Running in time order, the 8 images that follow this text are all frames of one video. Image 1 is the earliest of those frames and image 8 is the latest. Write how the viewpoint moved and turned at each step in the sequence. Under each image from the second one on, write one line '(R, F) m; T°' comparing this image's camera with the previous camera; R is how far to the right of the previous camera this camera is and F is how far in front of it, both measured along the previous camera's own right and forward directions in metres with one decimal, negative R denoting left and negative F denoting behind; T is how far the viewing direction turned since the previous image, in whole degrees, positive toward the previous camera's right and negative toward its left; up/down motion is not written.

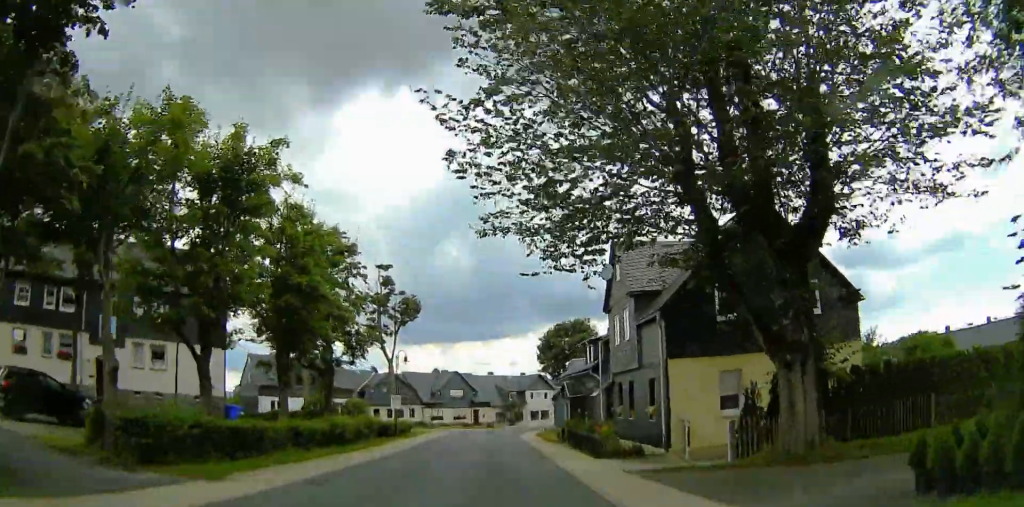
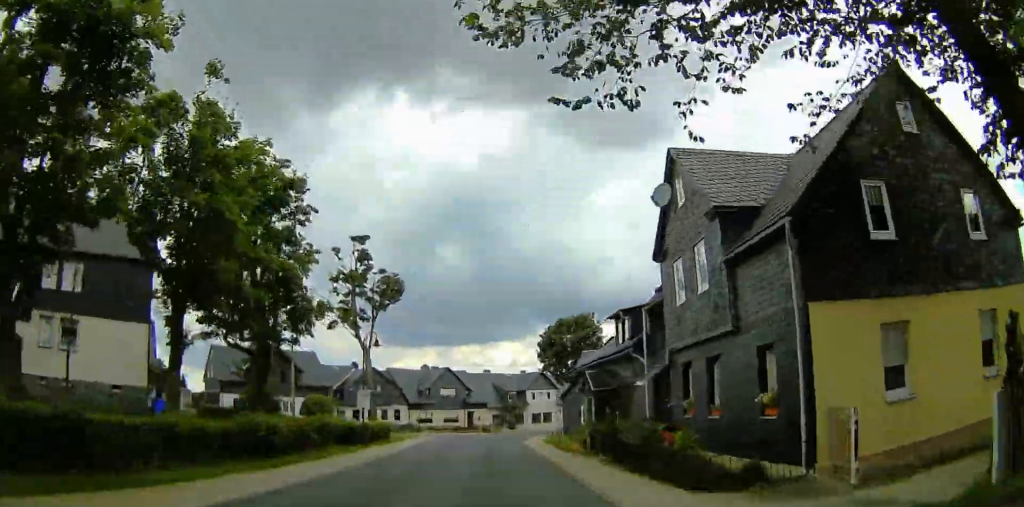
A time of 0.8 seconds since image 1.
(-0.8, +8.7) m; +2°
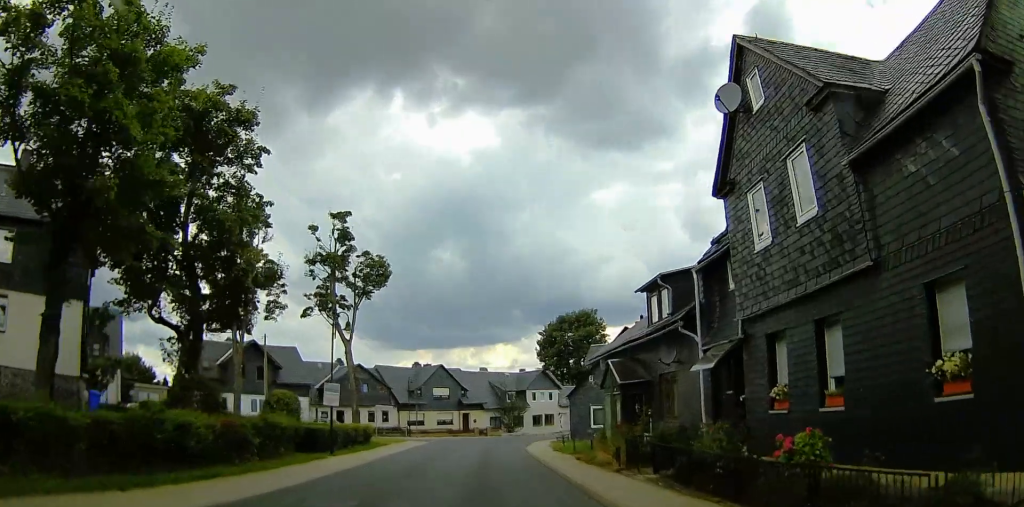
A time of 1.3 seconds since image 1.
(0.0, +5.1) m; +2°
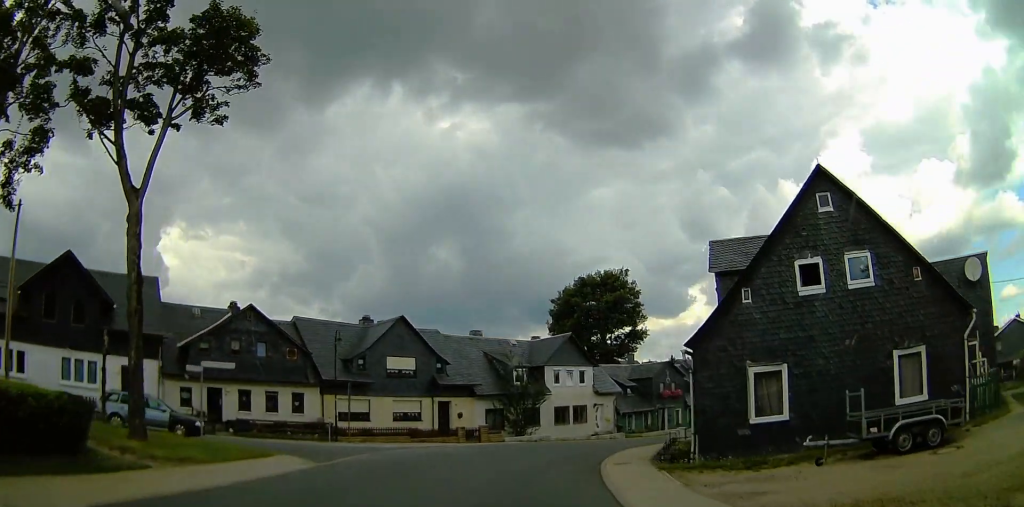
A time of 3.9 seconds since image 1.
(+1.5, +24.2) m; +1°
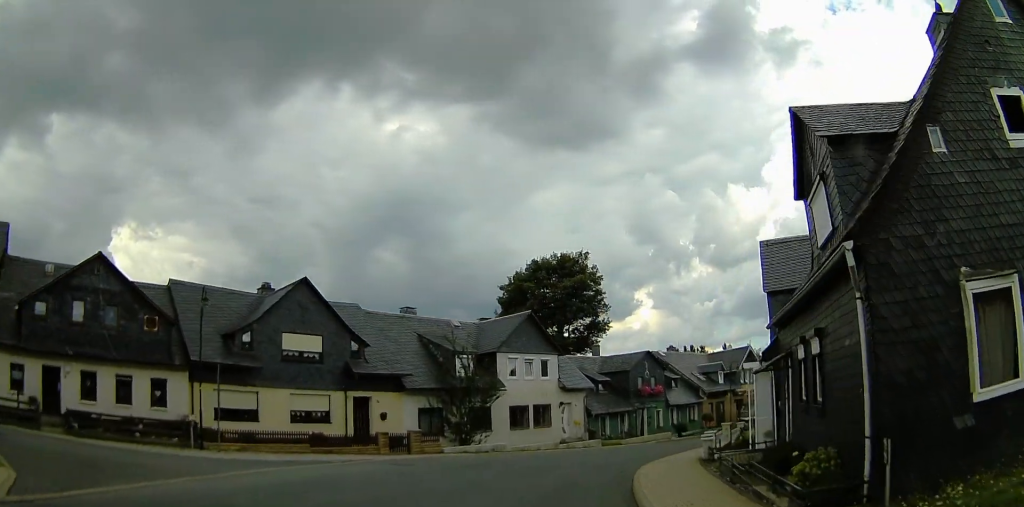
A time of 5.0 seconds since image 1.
(0.0, +9.1) m; +7°
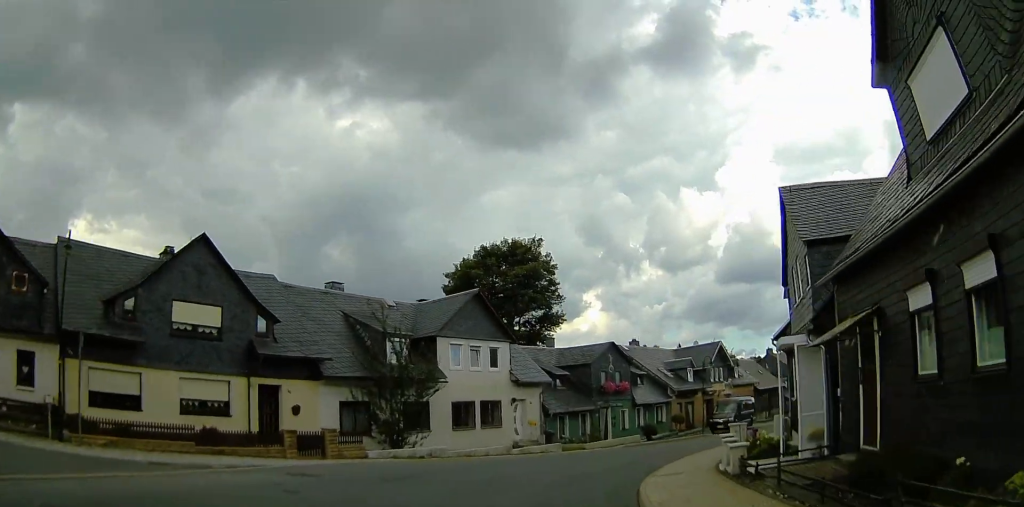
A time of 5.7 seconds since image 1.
(+0.6, +4.9) m; +9°
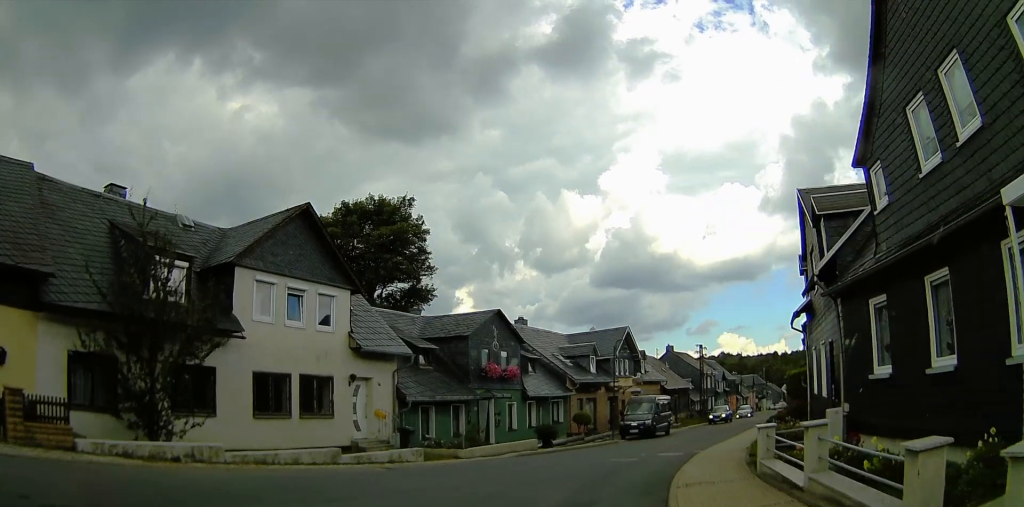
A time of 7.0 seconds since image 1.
(+1.3, +9.5) m; +18°
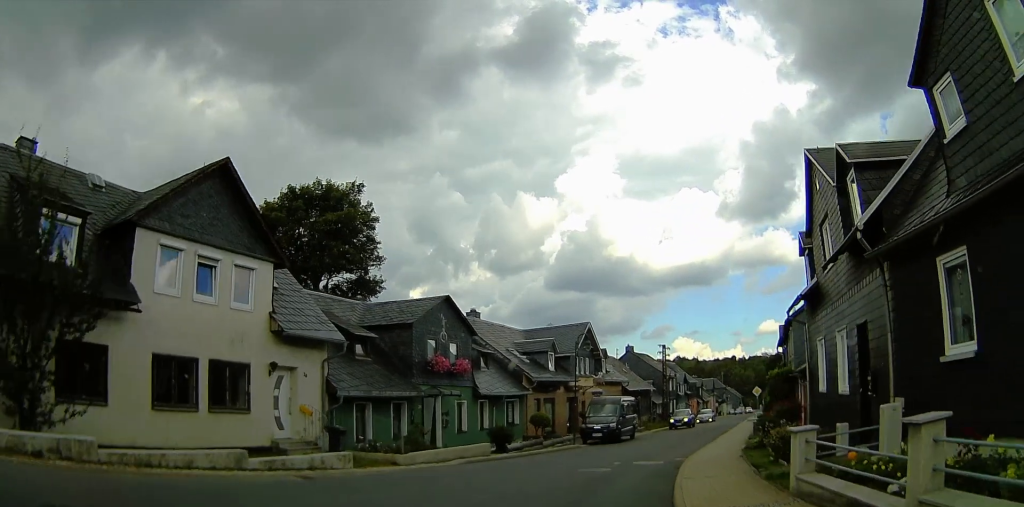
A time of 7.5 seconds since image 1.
(+0.4, +3.0) m; +4°
